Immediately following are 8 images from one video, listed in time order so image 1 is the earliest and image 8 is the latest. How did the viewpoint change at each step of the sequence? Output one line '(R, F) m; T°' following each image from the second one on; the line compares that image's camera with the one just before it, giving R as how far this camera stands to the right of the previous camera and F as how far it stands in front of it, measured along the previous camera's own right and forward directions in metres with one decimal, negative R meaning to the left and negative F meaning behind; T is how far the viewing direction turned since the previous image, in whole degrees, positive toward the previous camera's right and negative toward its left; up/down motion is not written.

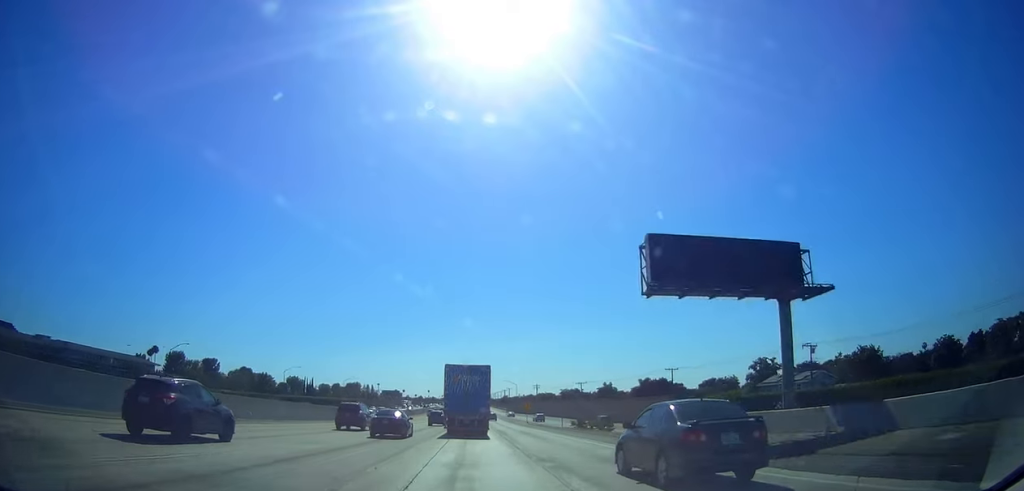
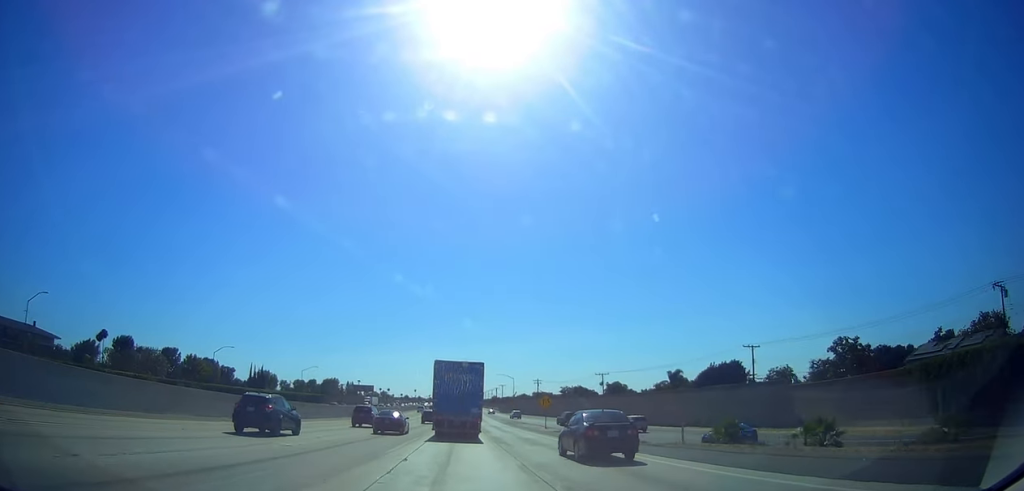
(0.0, +37.9) m; 0°
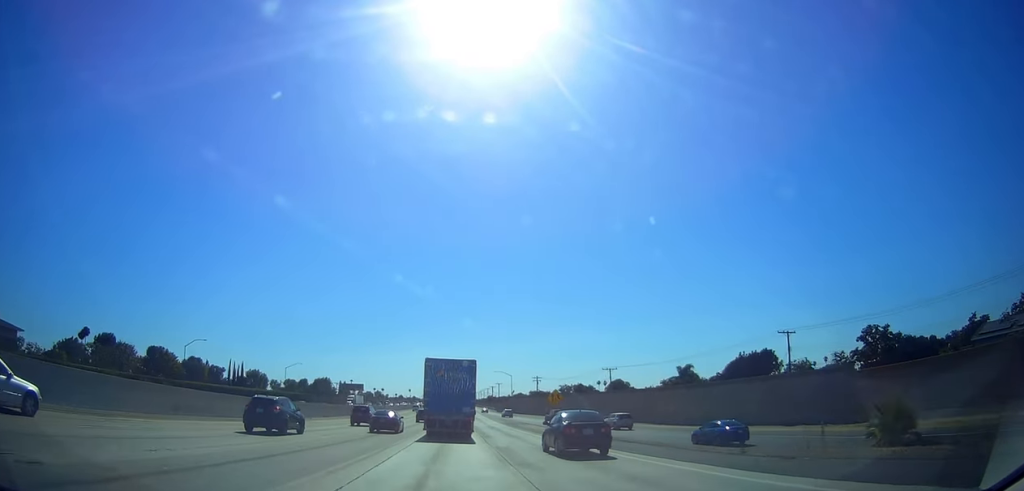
(0.0, +10.7) m; 0°
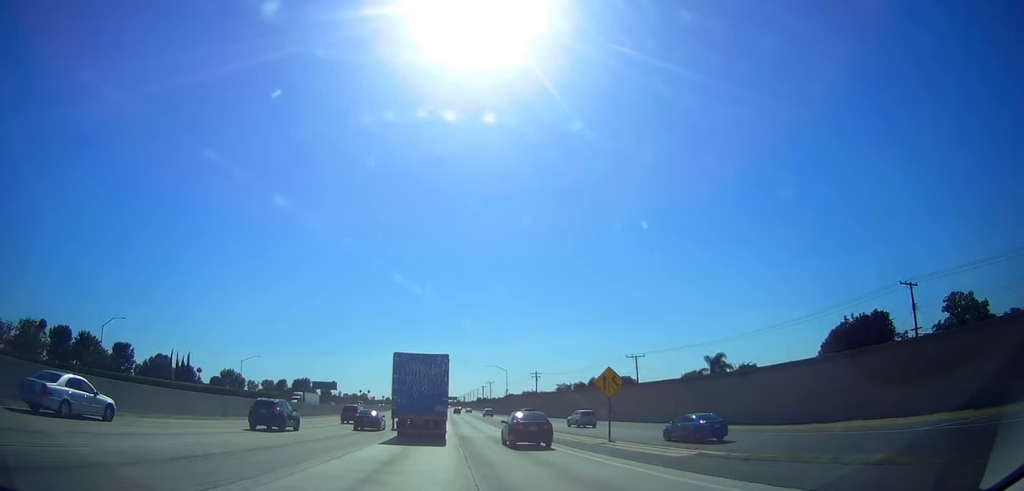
(0.0, +23.8) m; 0°
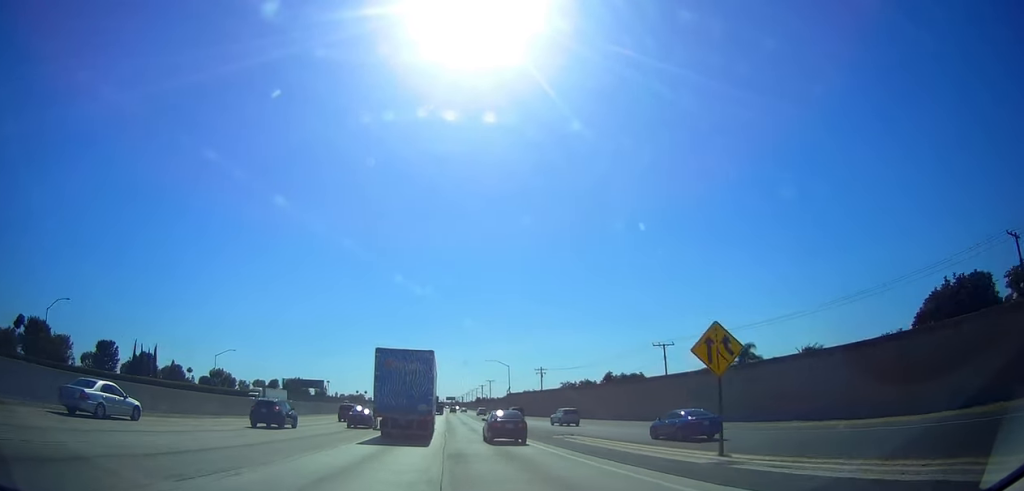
(0.0, +13.3) m; 0°
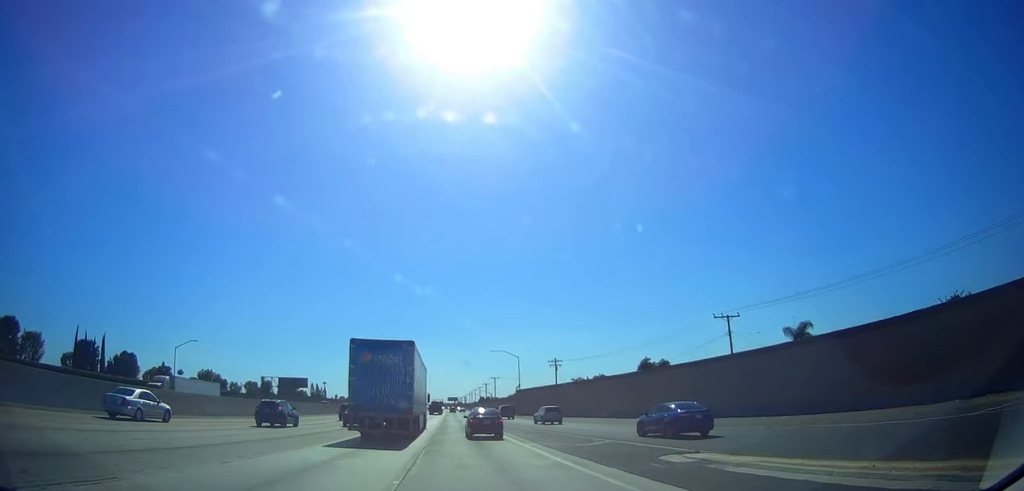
(0.0, +18.2) m; +1°
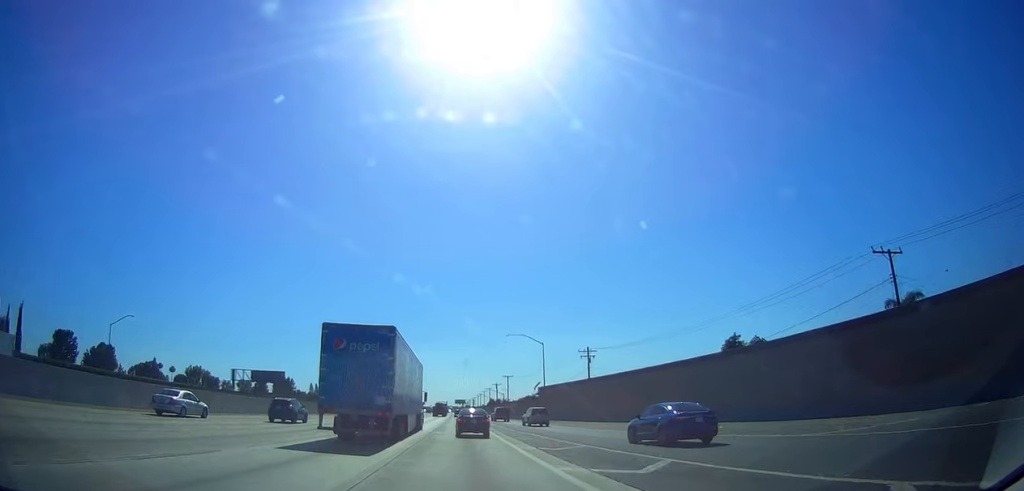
(+0.5, +23.2) m; +1°
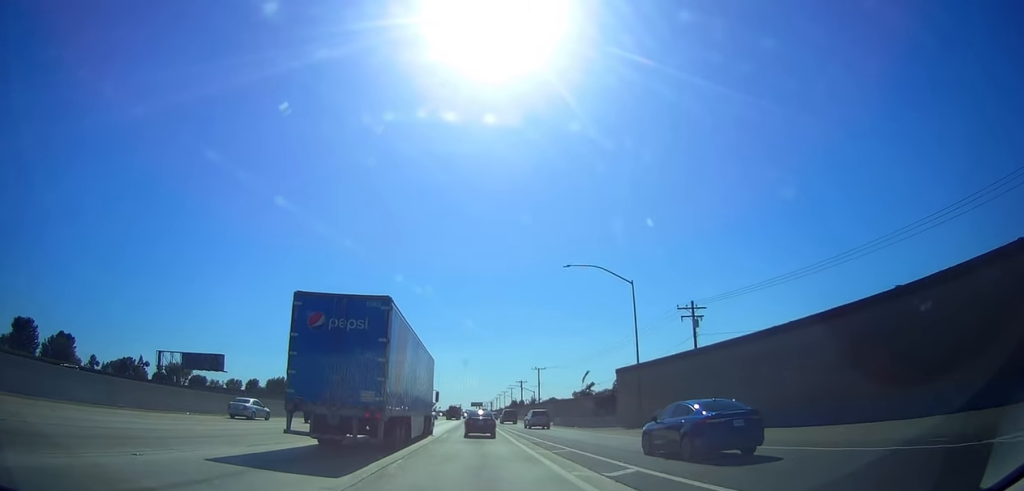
(-0.6, +37.4) m; -2°
